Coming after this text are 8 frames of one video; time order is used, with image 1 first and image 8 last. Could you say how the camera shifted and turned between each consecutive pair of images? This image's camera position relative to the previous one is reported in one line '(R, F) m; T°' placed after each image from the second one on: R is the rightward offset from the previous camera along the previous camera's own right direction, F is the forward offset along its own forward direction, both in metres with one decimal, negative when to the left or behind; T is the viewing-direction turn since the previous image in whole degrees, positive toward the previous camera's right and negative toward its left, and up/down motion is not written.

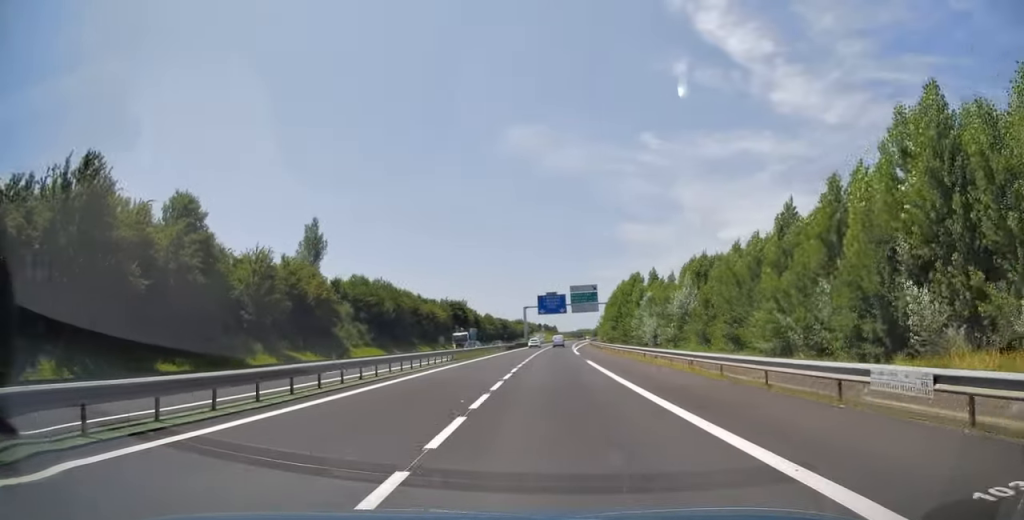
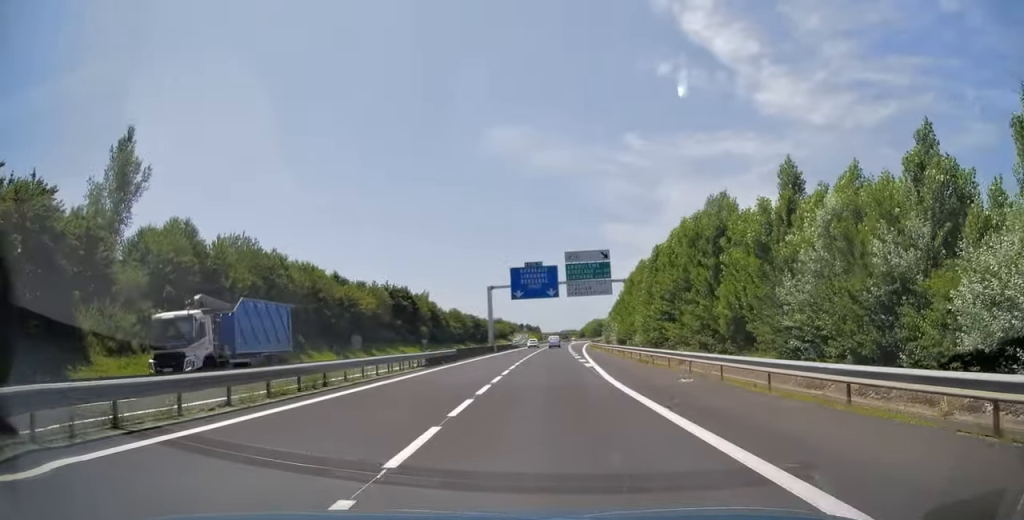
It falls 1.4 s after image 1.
(+0.1, +44.9) m; +1°
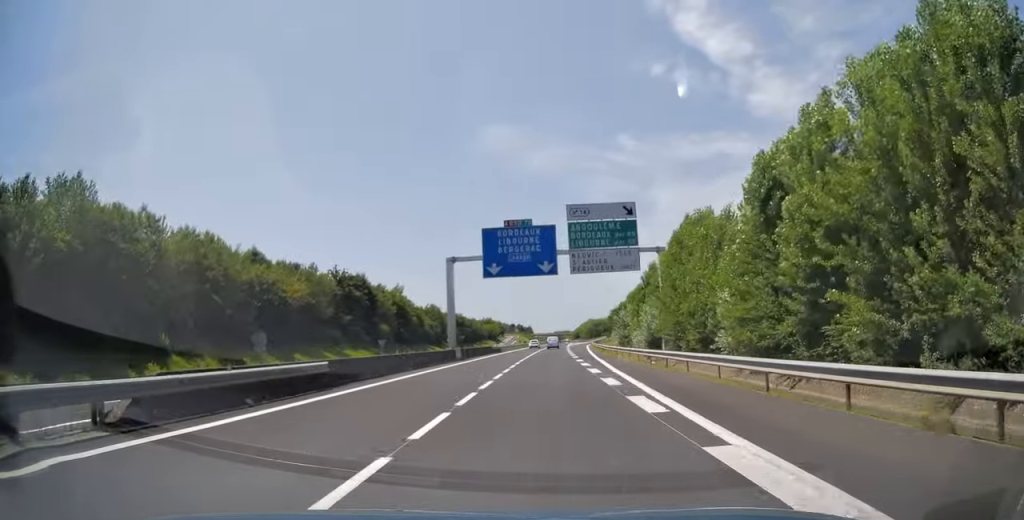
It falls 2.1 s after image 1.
(+0.3, +24.3) m; +1°
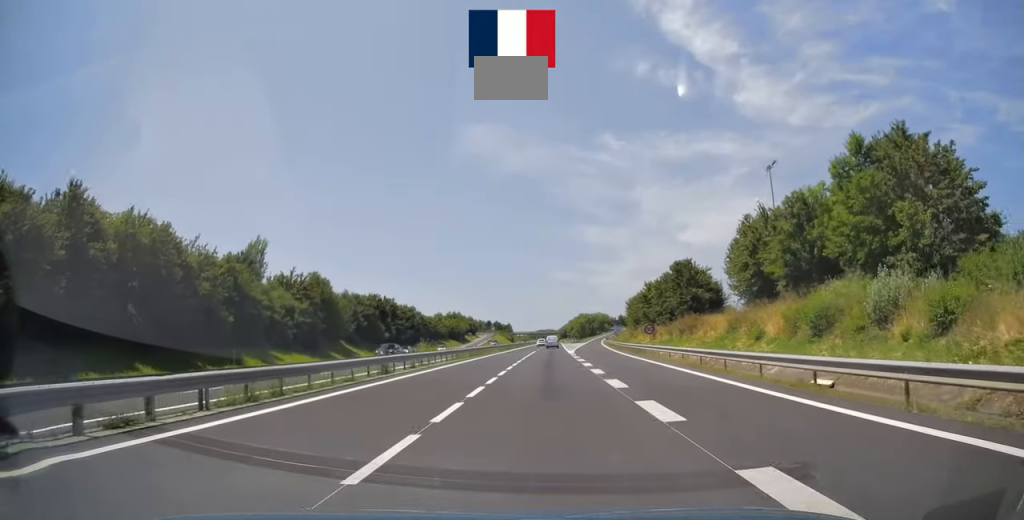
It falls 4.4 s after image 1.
(+1.5, +72.7) m; +2°
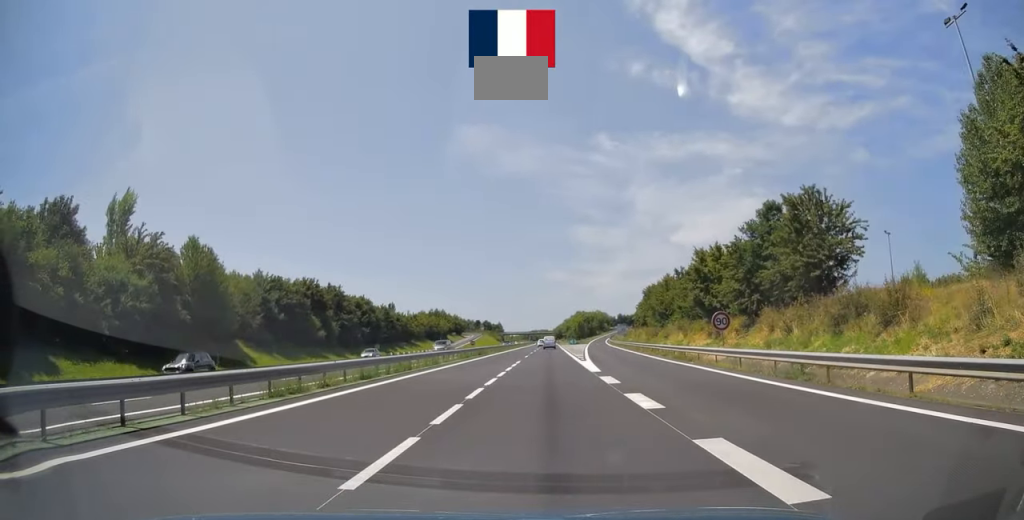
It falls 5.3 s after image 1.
(+0.4, +30.6) m; +1°
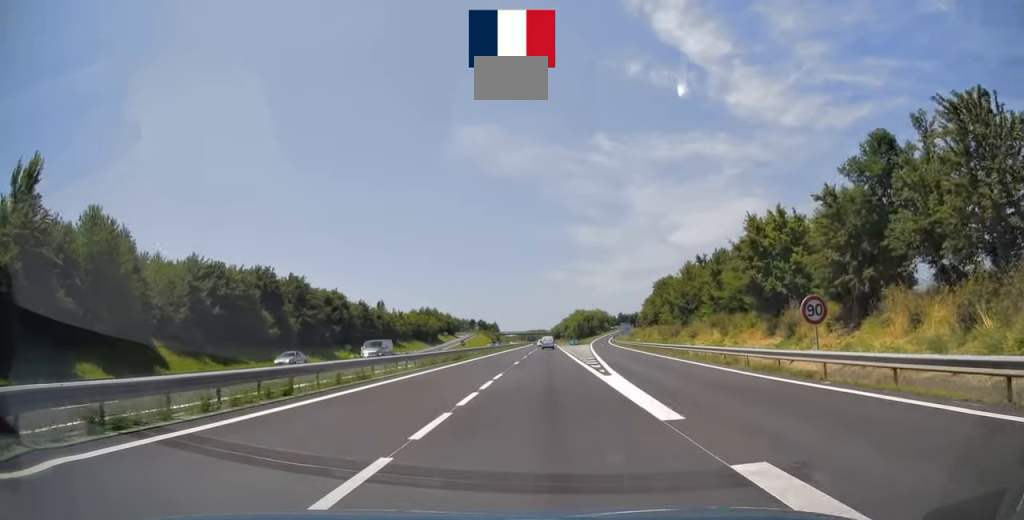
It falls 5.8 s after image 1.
(+0.1, +14.5) m; 0°
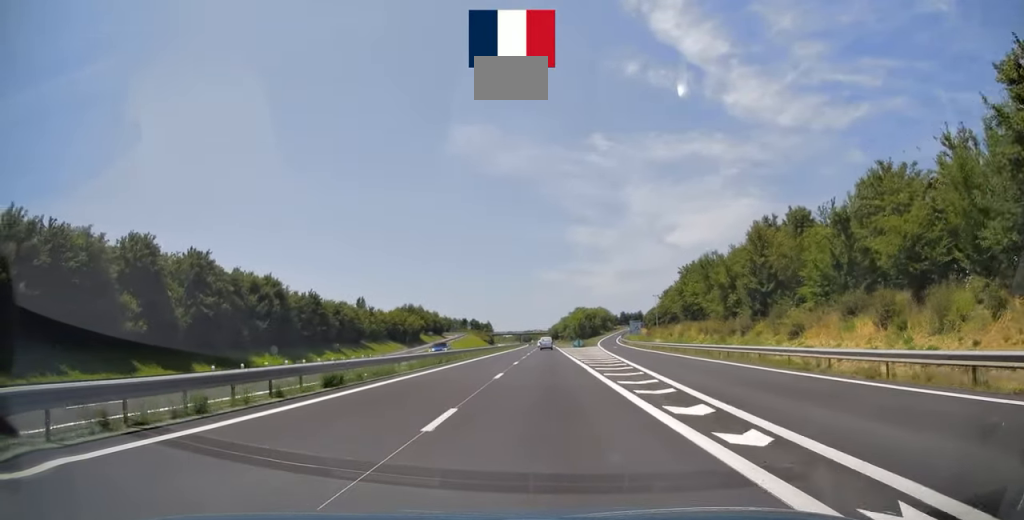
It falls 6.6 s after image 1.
(0.0, +25.3) m; 0°
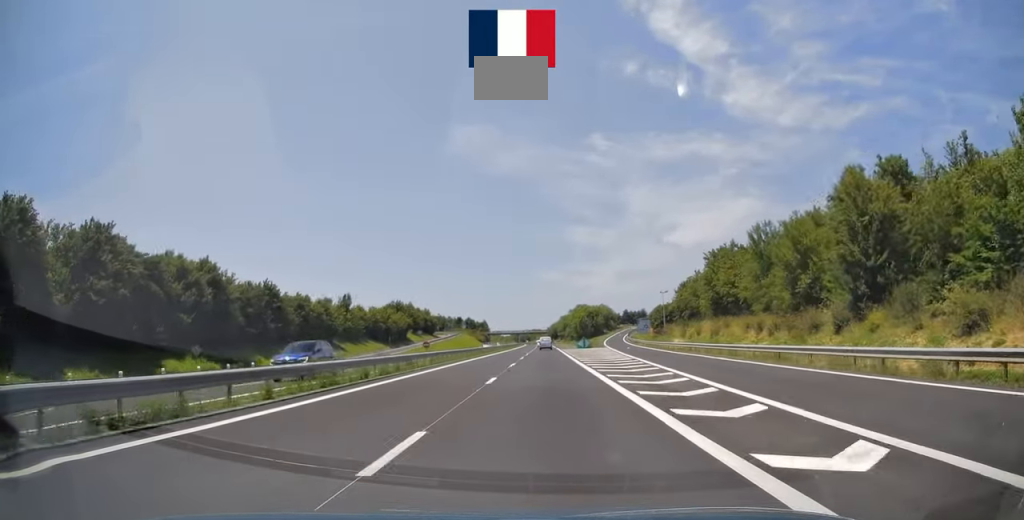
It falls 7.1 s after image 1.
(0.0, +16.1) m; 0°
